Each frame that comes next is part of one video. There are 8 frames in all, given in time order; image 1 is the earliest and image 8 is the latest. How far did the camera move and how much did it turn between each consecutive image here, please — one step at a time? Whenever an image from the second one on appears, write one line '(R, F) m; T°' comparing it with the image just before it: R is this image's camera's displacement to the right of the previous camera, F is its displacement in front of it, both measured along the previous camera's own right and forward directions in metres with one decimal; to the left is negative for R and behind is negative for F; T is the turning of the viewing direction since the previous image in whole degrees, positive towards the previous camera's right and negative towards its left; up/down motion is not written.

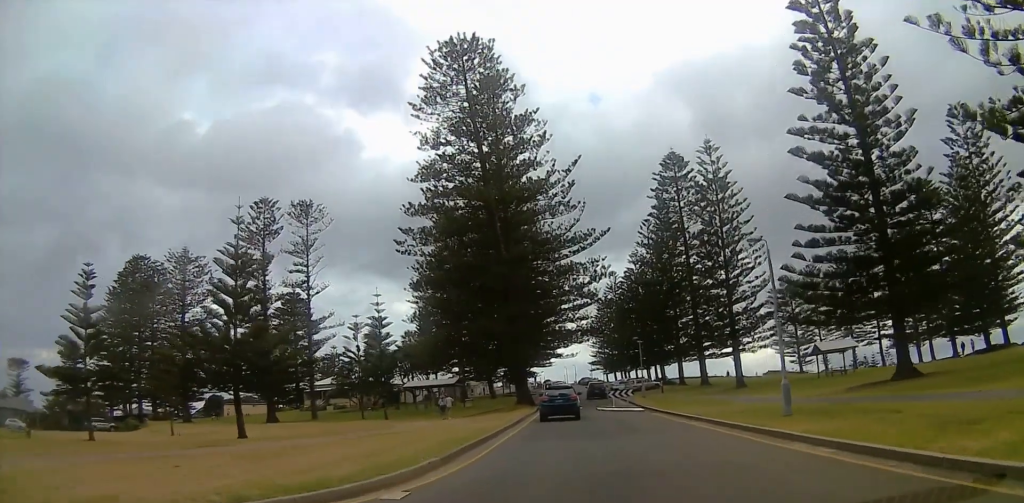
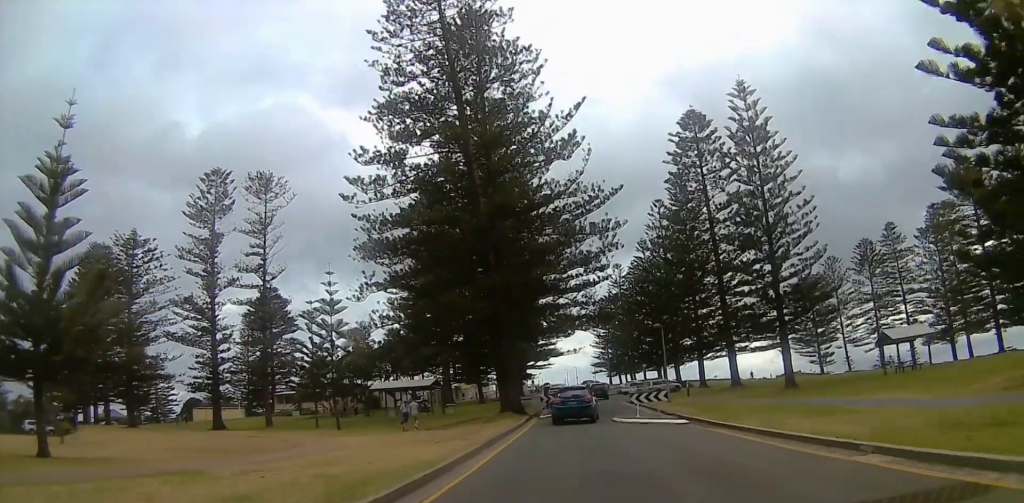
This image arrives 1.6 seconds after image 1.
(0.0, +13.0) m; 0°
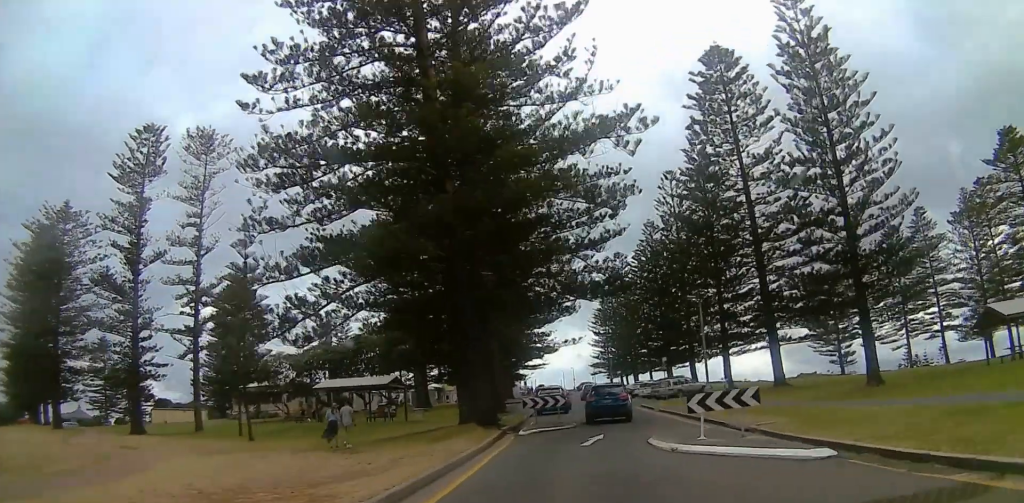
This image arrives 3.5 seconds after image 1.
(0.0, +13.6) m; 0°
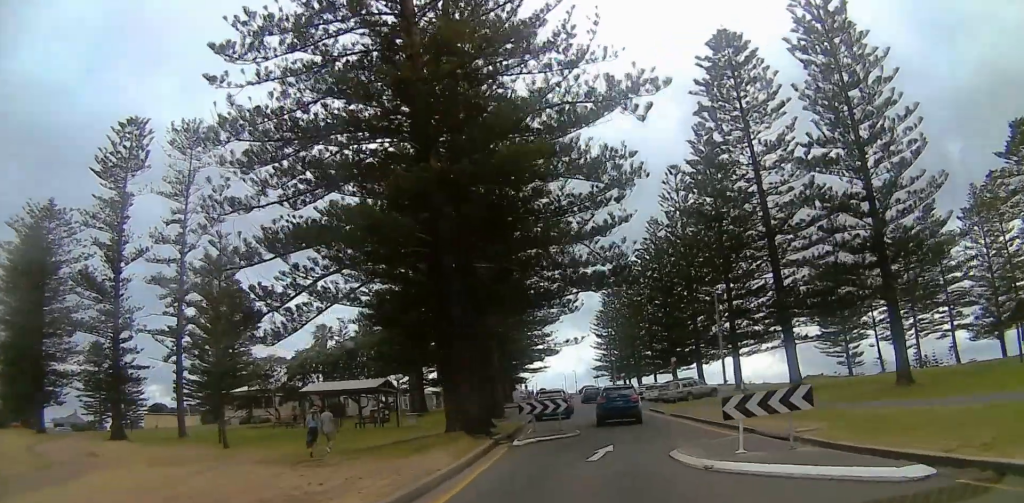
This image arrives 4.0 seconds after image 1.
(0.0, +3.5) m; 0°
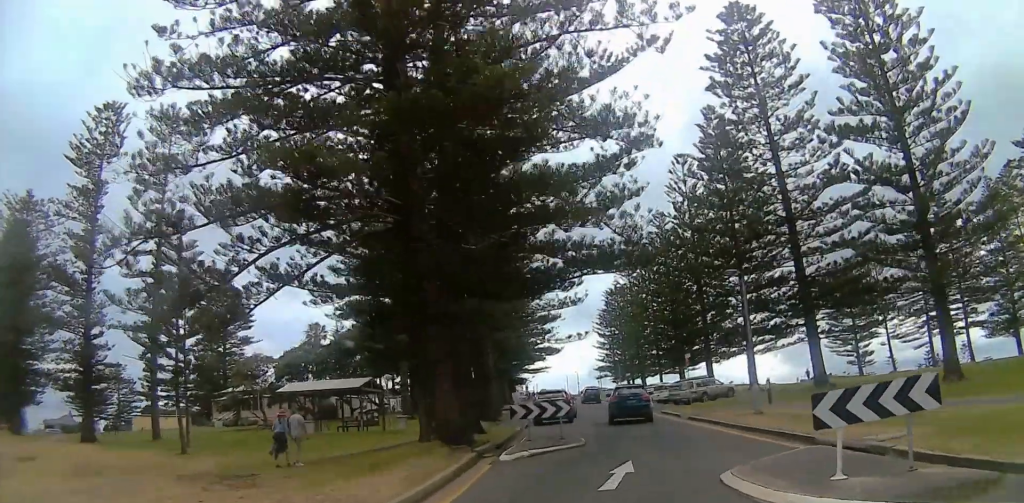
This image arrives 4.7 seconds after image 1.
(0.0, +4.5) m; 0°
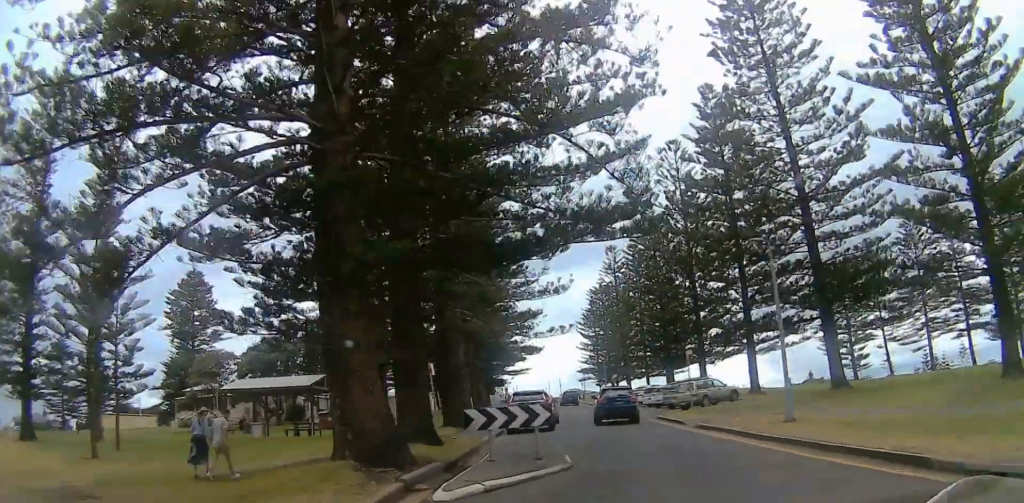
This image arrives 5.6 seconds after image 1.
(0.0, +5.8) m; +7°
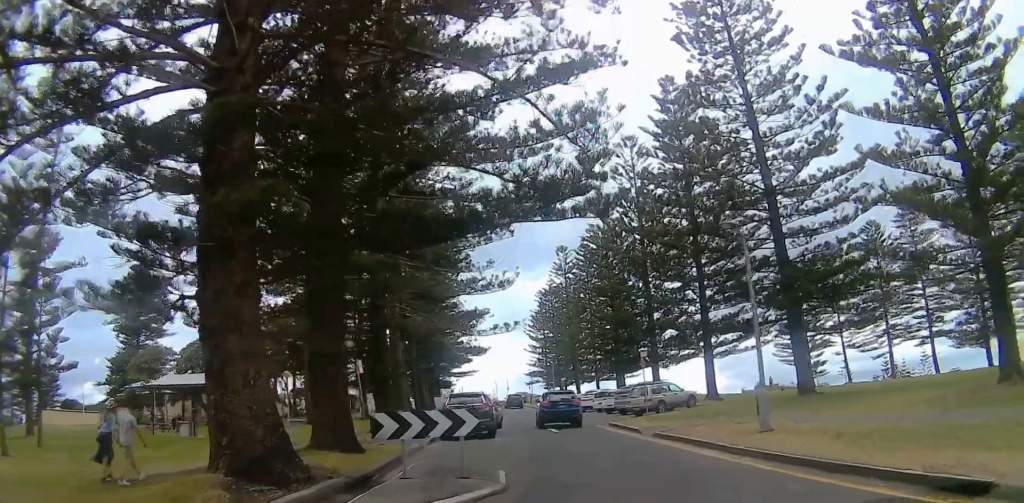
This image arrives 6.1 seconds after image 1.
(+0.3, +2.8) m; +4°
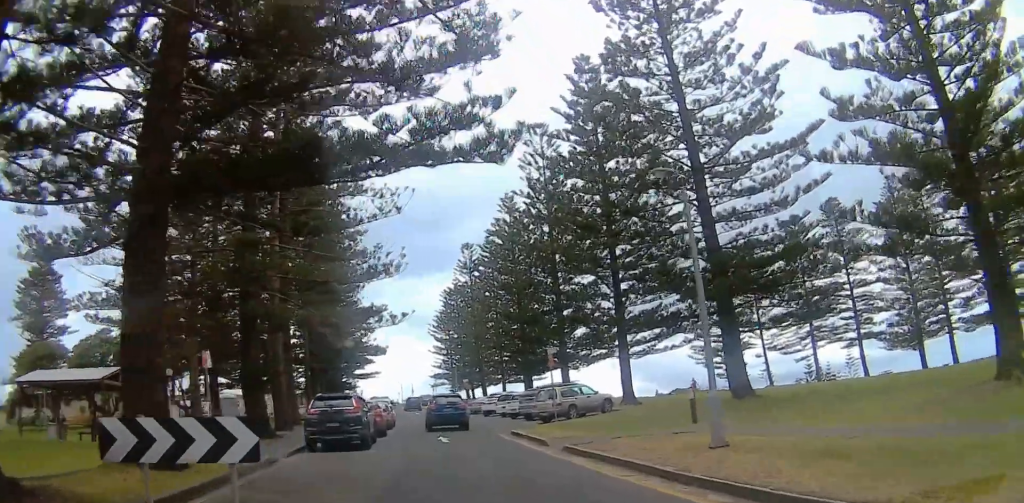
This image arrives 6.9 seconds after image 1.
(+0.4, +4.6) m; +4°
